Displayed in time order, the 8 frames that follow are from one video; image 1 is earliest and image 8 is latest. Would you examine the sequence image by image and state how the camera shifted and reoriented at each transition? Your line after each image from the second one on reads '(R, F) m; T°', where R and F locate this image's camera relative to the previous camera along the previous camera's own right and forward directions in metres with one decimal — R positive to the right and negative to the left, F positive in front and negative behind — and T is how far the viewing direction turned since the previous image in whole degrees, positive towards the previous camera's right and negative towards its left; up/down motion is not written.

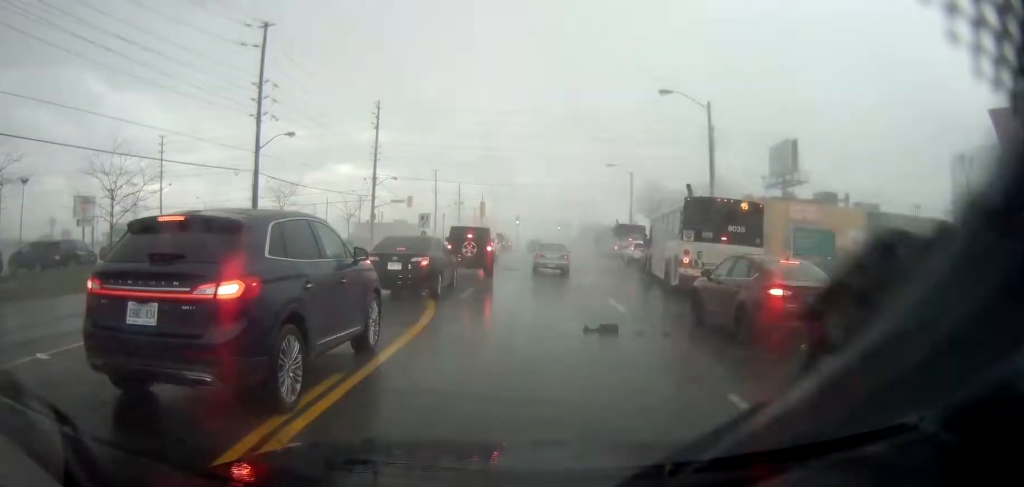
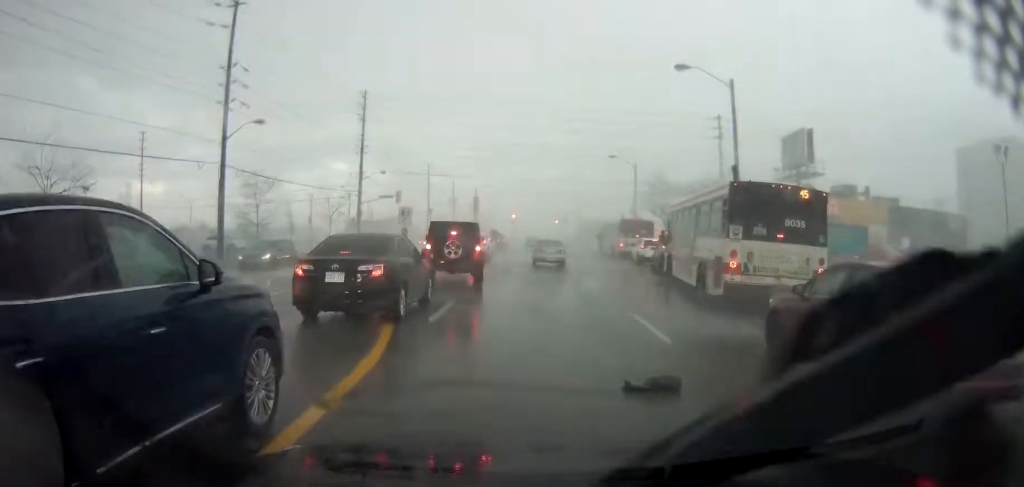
(0.0, +4.0) m; 0°
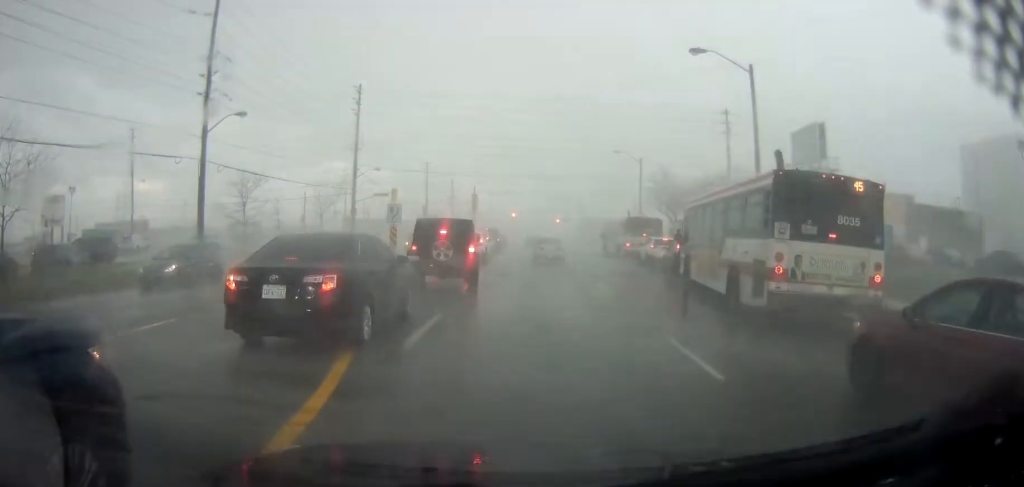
(+0.1, +2.6) m; -1°
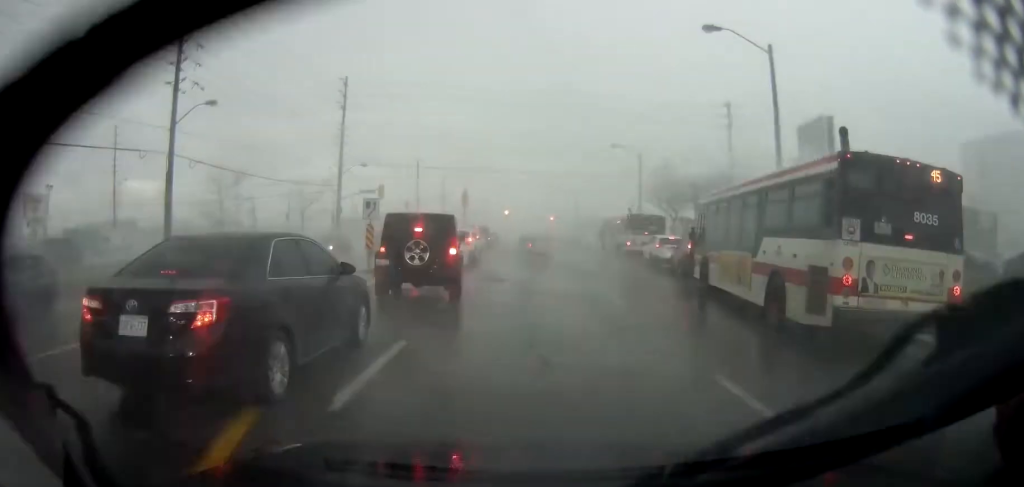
(-0.1, +3.0) m; +1°
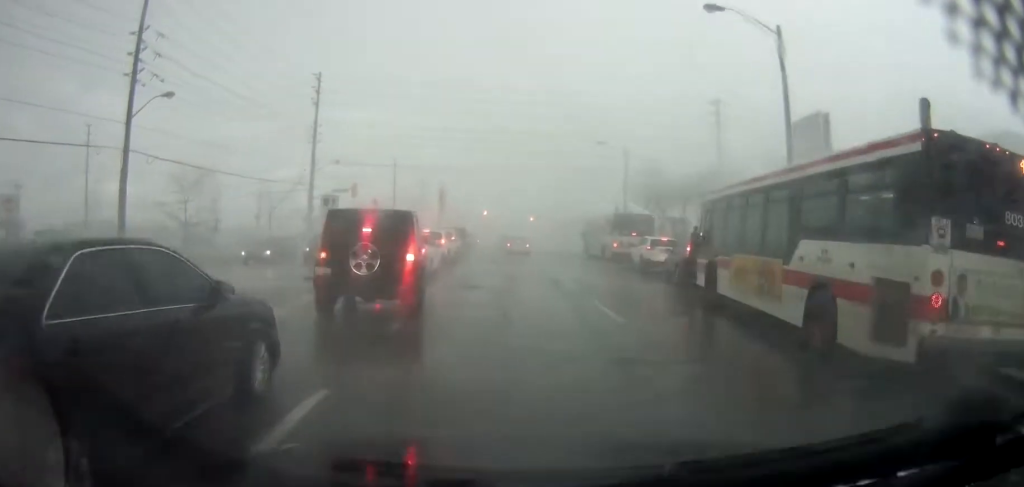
(-0.2, +2.6) m; +1°
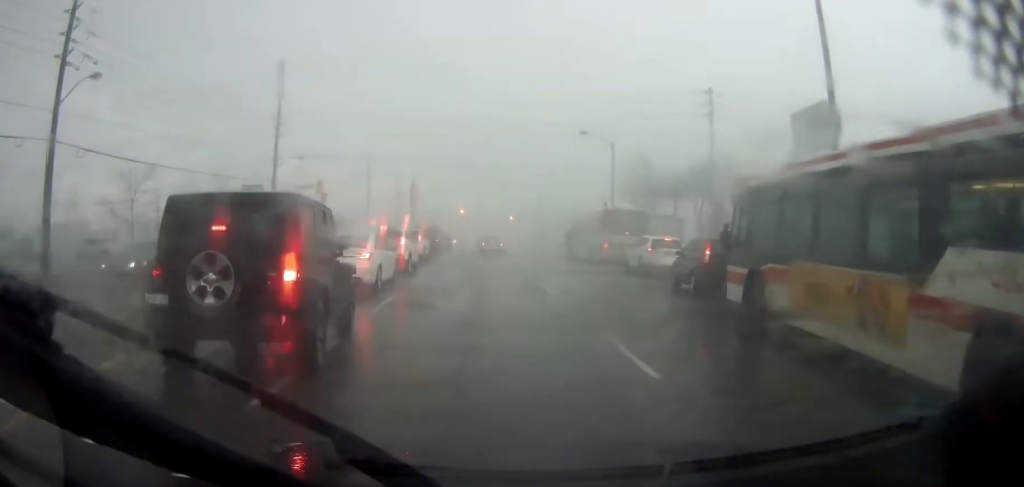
(+0.4, +4.1) m; +2°
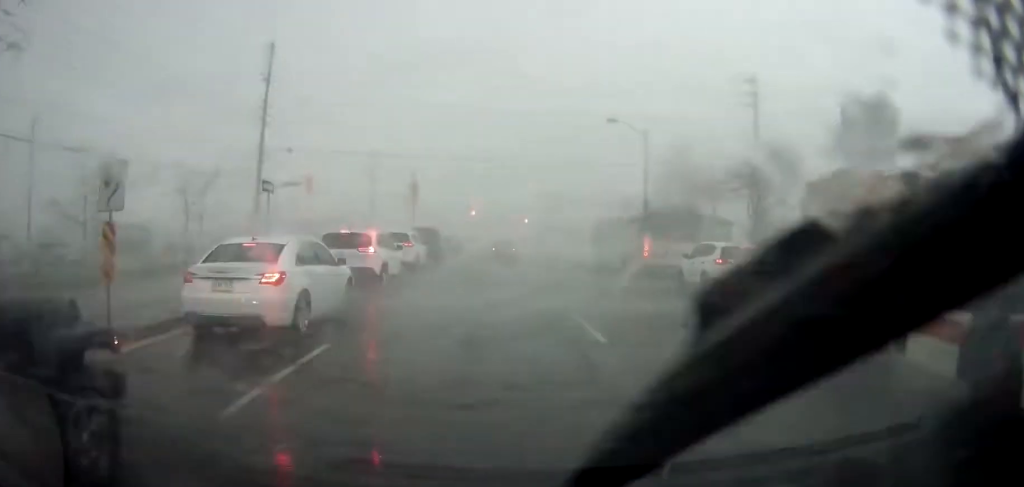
(-0.2, +6.0) m; -1°
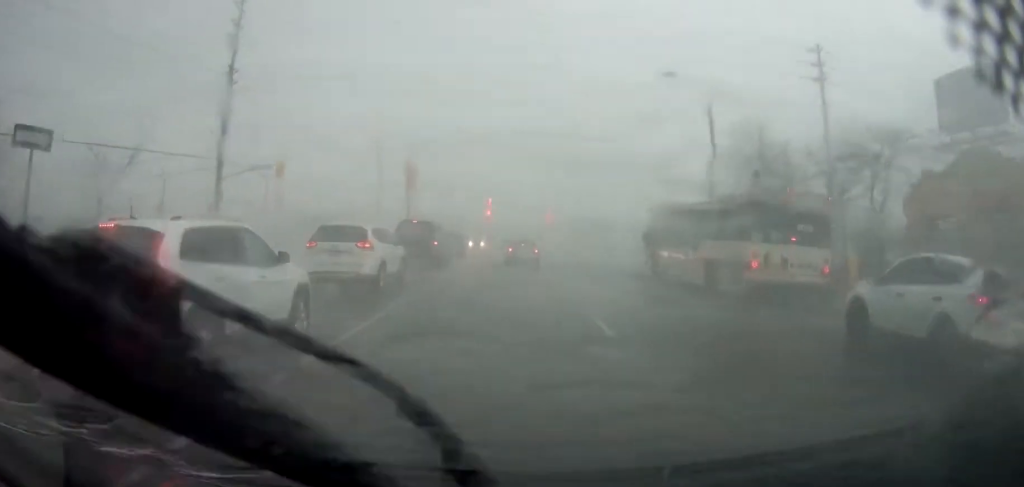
(+0.2, +9.6) m; +1°
